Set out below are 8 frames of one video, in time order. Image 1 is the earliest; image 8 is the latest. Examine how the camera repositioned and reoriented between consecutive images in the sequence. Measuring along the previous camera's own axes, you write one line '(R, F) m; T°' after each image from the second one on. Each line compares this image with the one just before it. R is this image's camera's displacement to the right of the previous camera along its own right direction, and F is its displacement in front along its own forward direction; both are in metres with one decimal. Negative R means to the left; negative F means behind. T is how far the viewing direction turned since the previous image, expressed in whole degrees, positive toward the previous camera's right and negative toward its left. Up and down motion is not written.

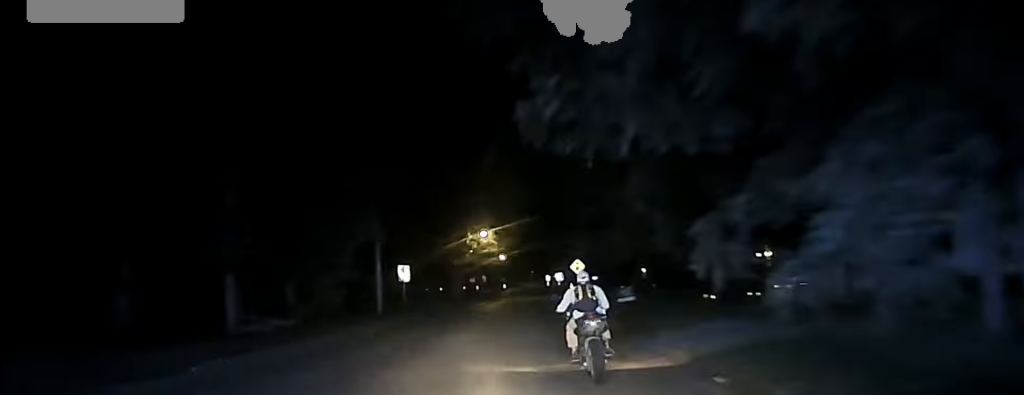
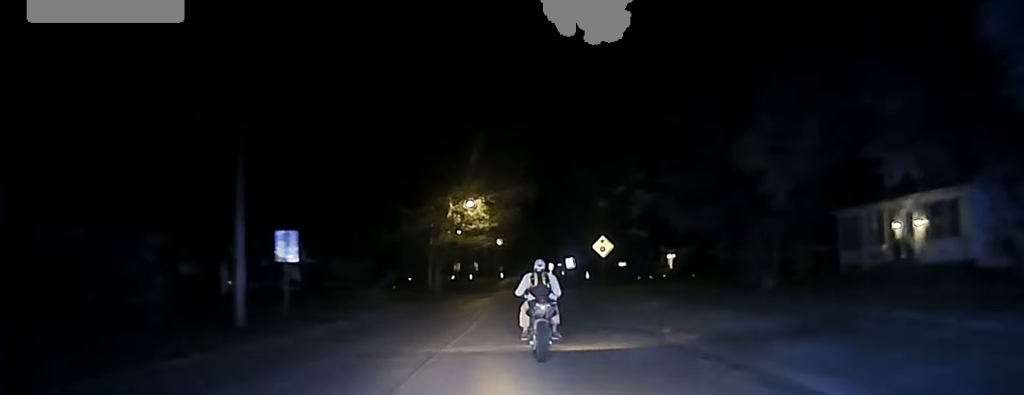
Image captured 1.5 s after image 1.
(0.0, +28.0) m; 0°
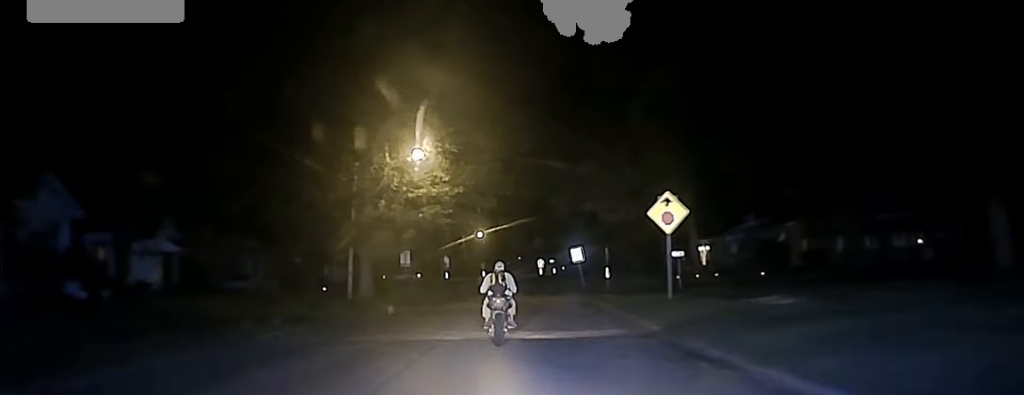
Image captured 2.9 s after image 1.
(-0.3, +30.9) m; 0°
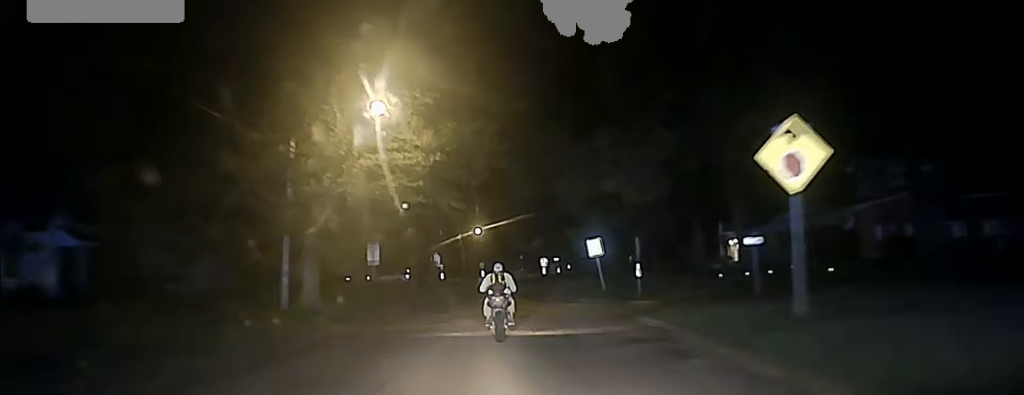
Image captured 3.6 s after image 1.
(+0.3, +14.1) m; 0°
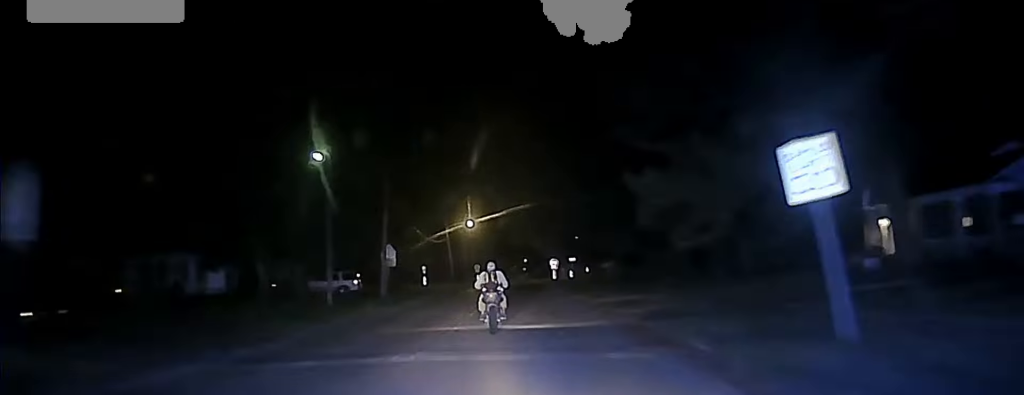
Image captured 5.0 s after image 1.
(-0.3, +31.8) m; 0°
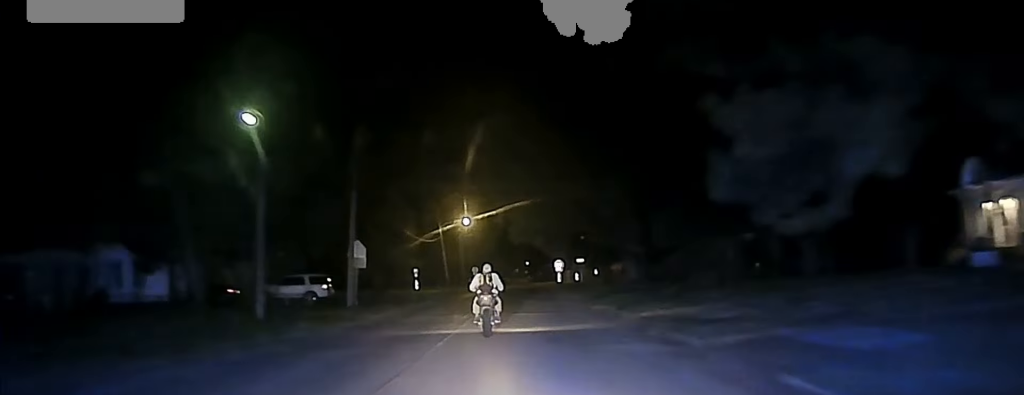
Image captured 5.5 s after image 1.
(+0.2, +11.4) m; 0°
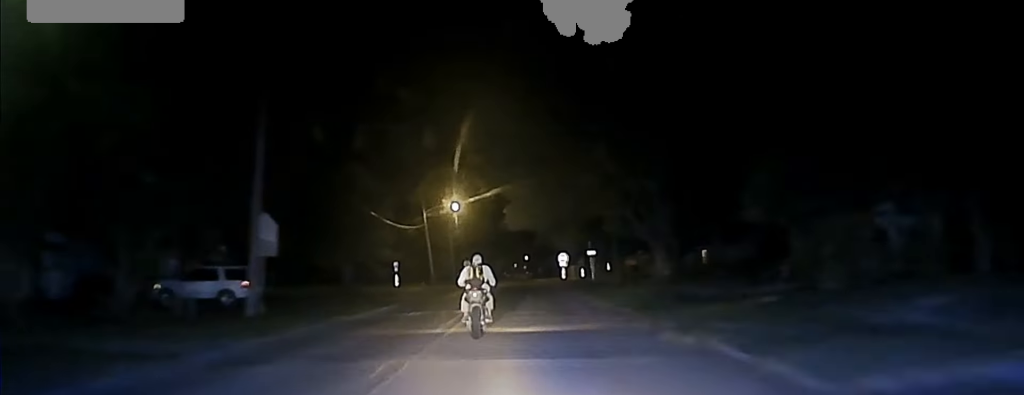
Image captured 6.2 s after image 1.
(-0.1, +16.2) m; -1°
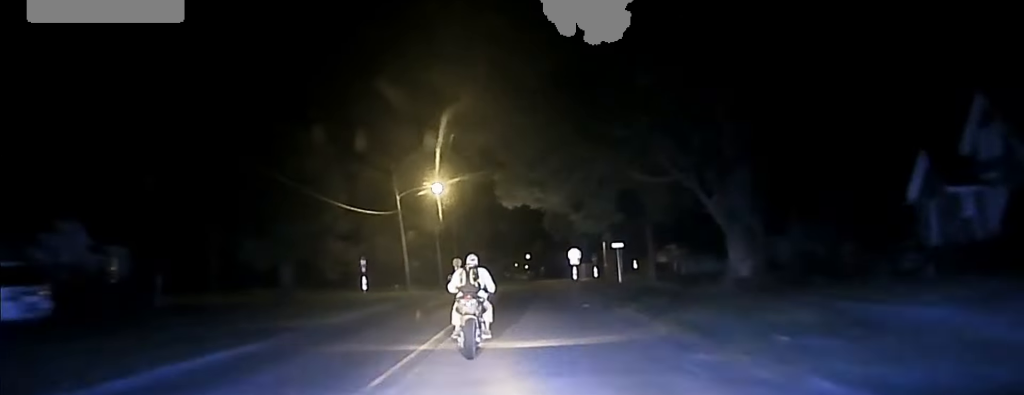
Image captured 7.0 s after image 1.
(-0.2, +18.8) m; -1°
